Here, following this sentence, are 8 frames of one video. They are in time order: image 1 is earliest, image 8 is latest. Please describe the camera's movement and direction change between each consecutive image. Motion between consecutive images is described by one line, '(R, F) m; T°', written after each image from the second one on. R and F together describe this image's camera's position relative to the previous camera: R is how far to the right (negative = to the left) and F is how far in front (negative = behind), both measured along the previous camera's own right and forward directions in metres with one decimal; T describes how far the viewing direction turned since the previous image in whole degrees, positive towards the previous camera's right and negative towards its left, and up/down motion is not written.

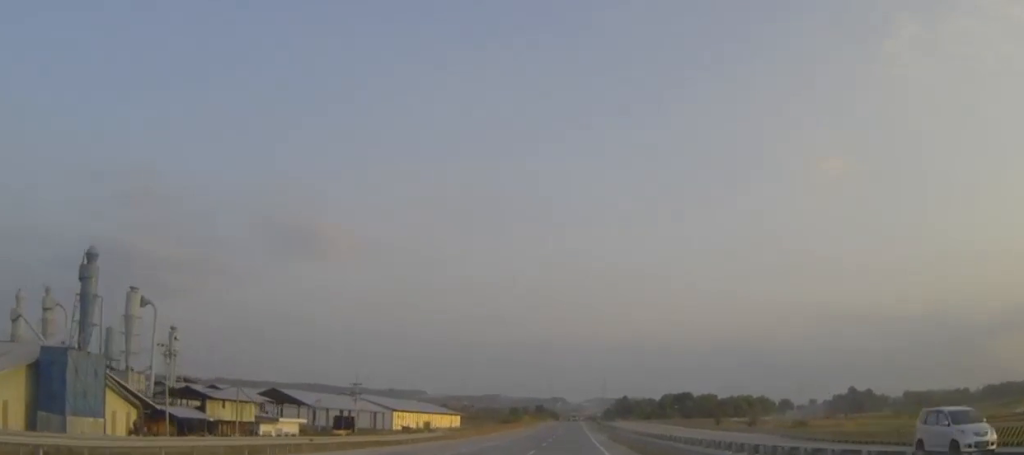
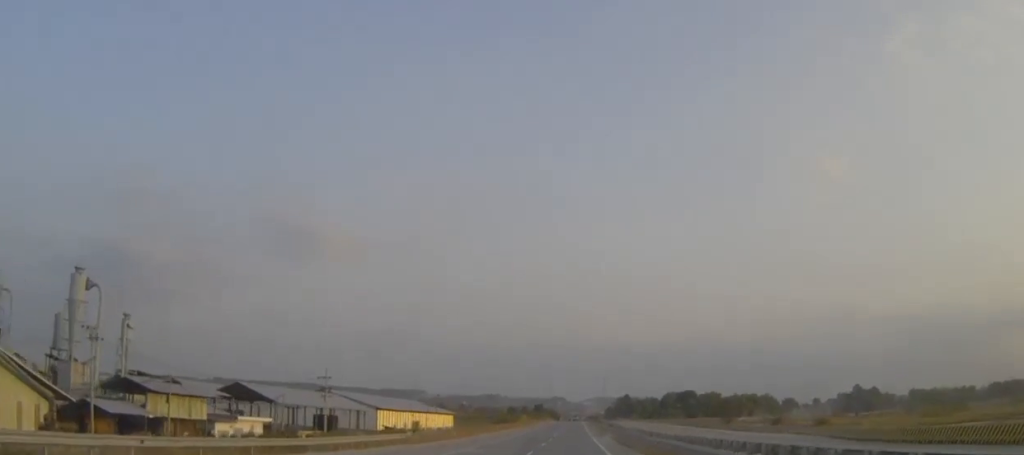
(0.0, +14.0) m; 0°
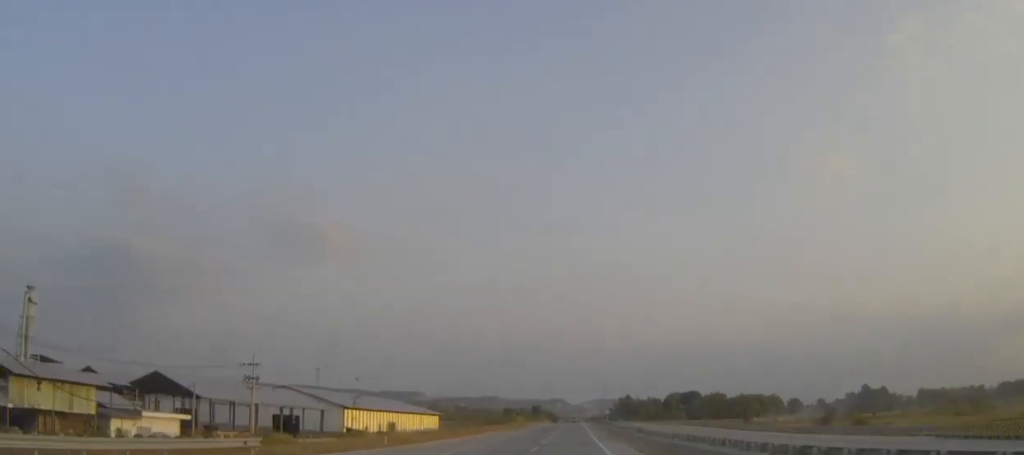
(0.0, +22.9) m; 0°
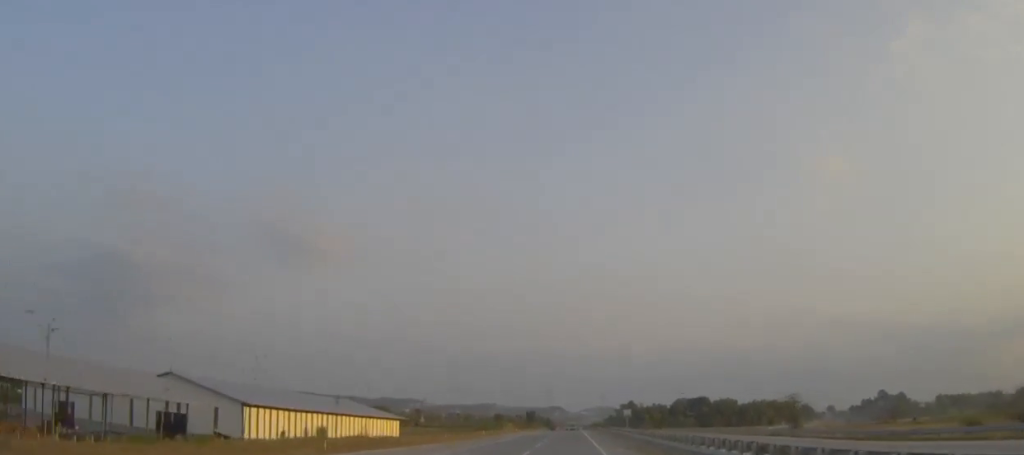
(0.0, +43.3) m; 0°
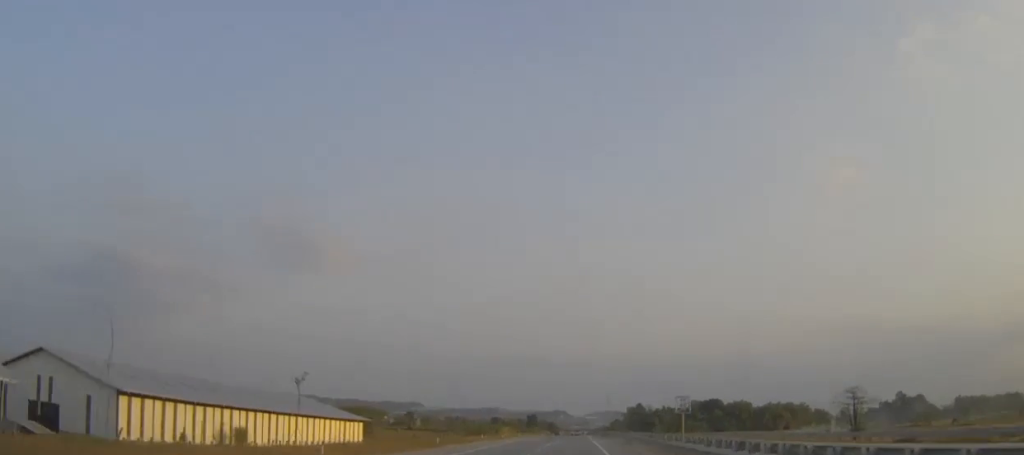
(0.0, +30.6) m; 0°
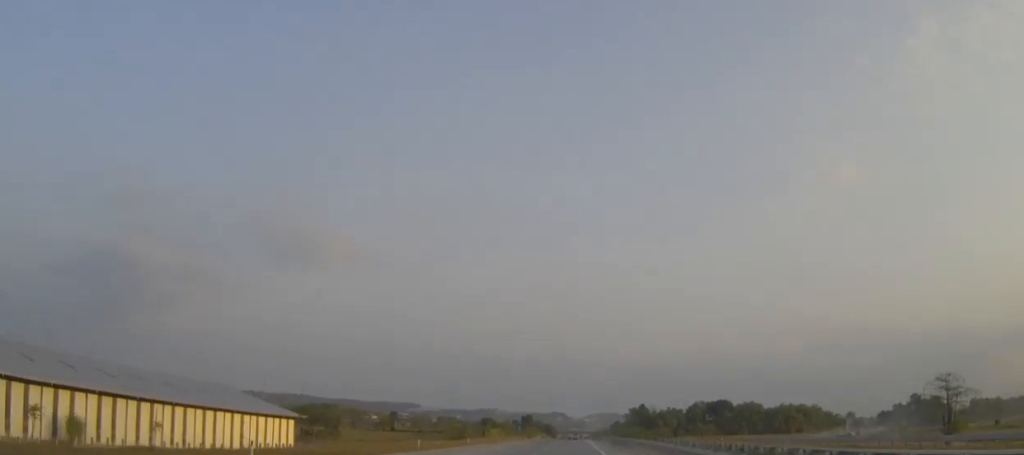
(-0.1, +32.0) m; 0°
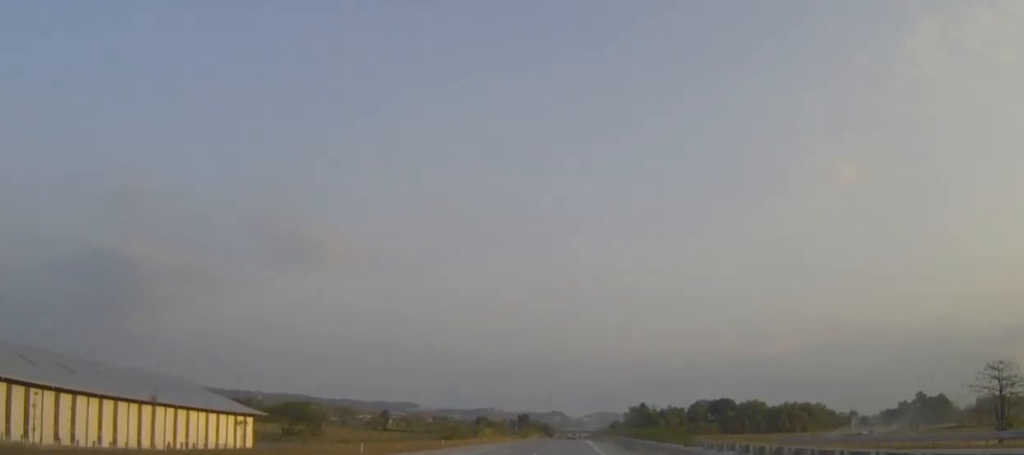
(0.0, +12.8) m; 0°
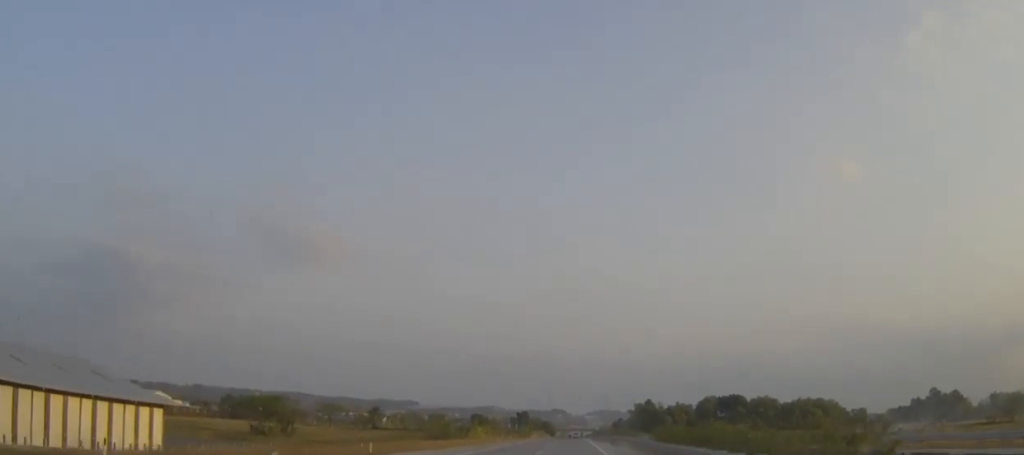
(0.0, +21.3) m; 0°
